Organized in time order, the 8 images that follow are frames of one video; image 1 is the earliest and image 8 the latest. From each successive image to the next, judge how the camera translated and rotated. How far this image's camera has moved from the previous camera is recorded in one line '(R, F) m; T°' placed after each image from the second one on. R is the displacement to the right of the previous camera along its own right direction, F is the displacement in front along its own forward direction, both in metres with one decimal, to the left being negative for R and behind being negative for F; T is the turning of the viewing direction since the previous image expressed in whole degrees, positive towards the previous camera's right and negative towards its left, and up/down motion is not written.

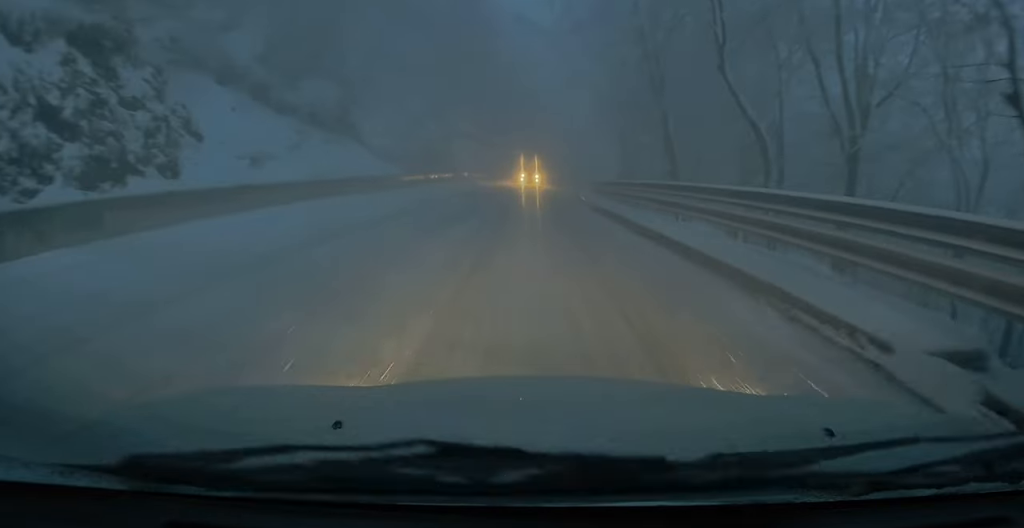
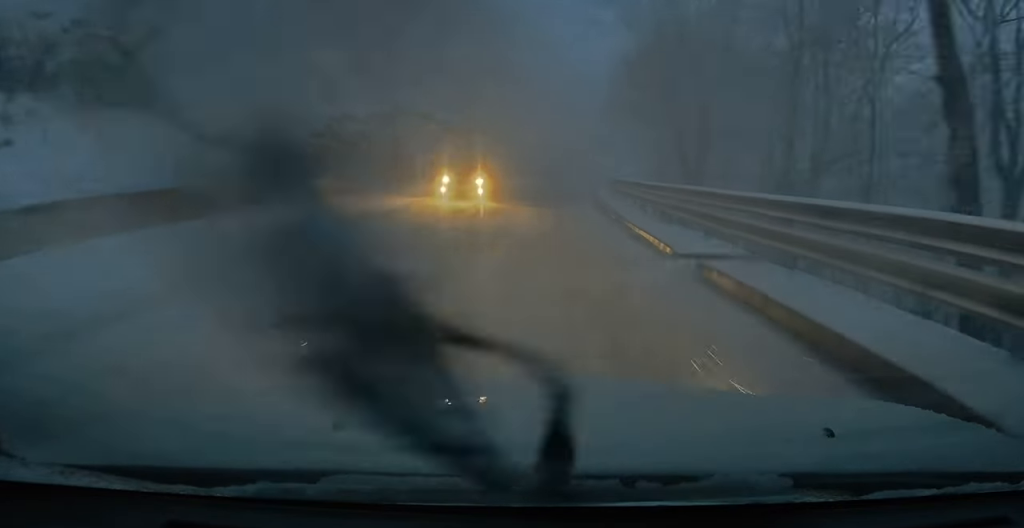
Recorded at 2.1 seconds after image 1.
(+0.9, +19.6) m; +6°
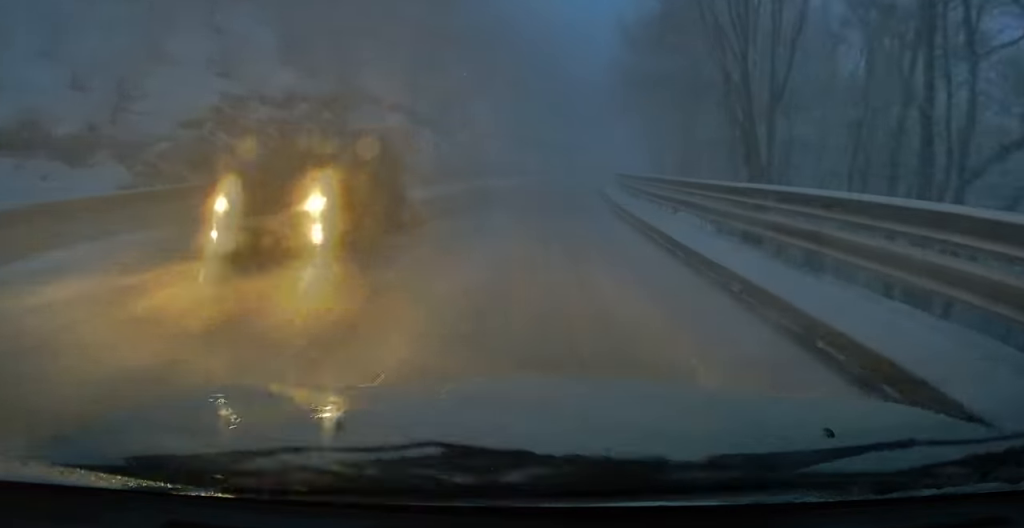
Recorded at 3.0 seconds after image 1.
(+0.1, +9.1) m; 0°
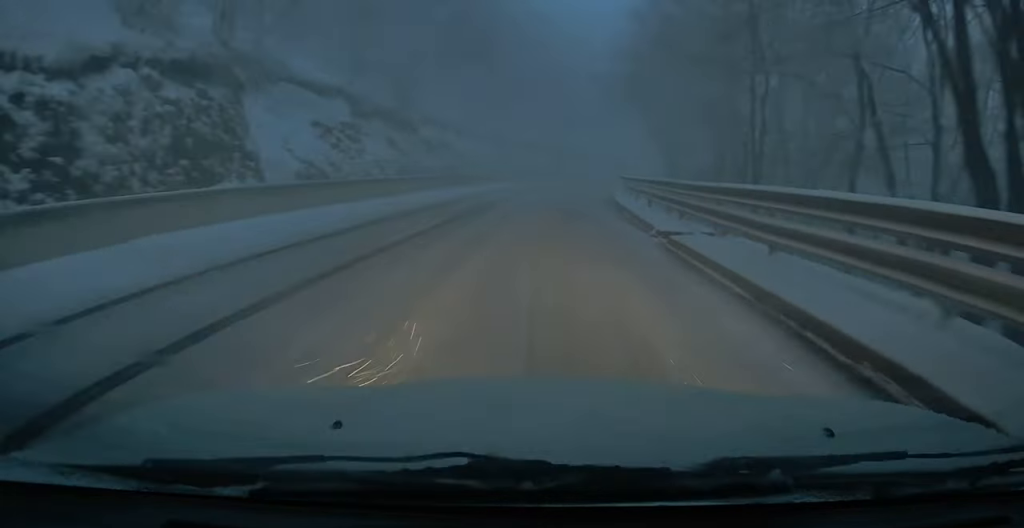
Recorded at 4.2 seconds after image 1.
(-0.1, +11.8) m; 0°
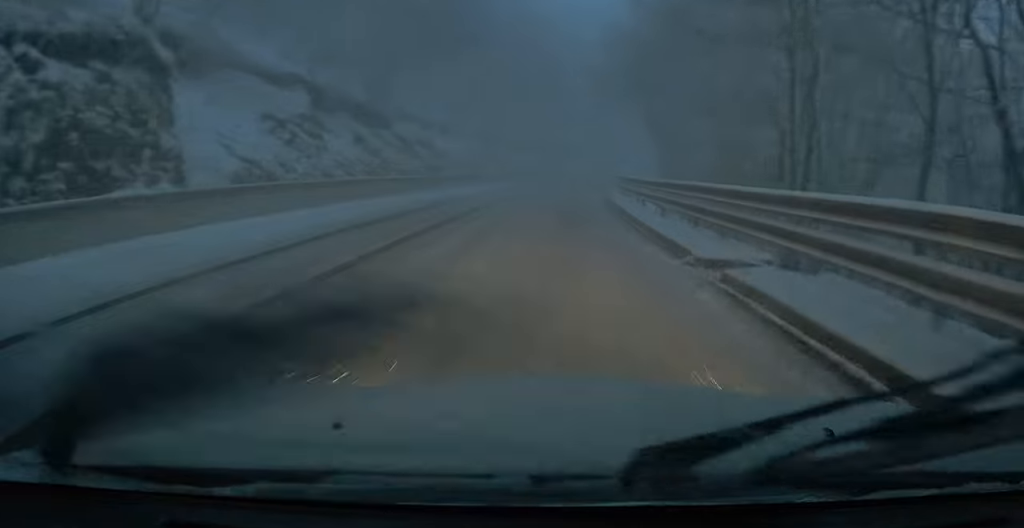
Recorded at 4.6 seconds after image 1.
(-0.1, +4.3) m; +1°
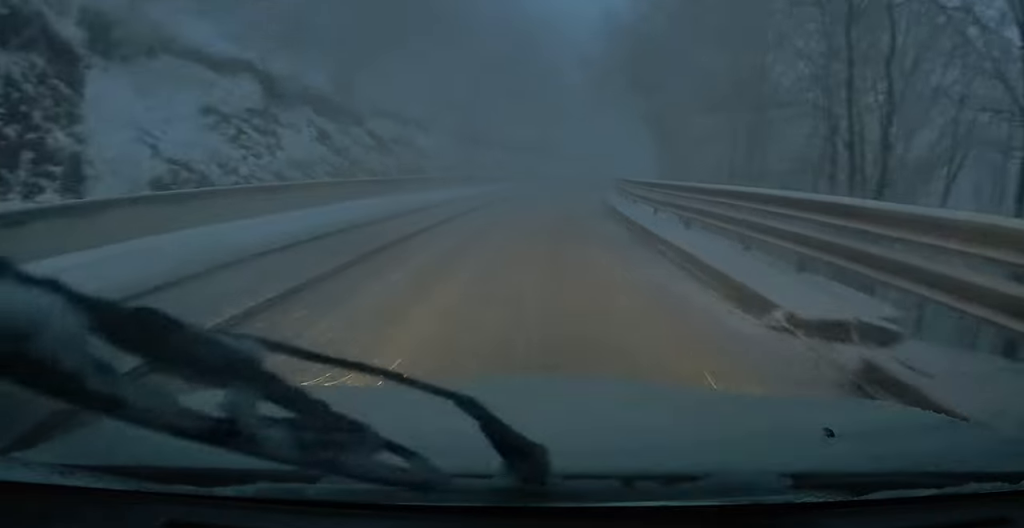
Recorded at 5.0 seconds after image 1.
(0.0, +3.9) m; +1°
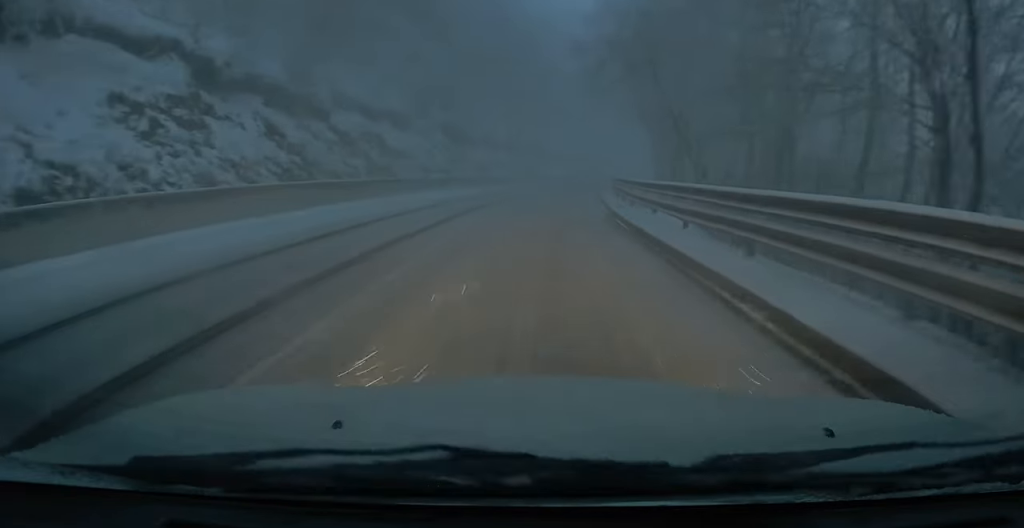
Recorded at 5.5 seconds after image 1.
(+0.2, +4.5) m; +1°
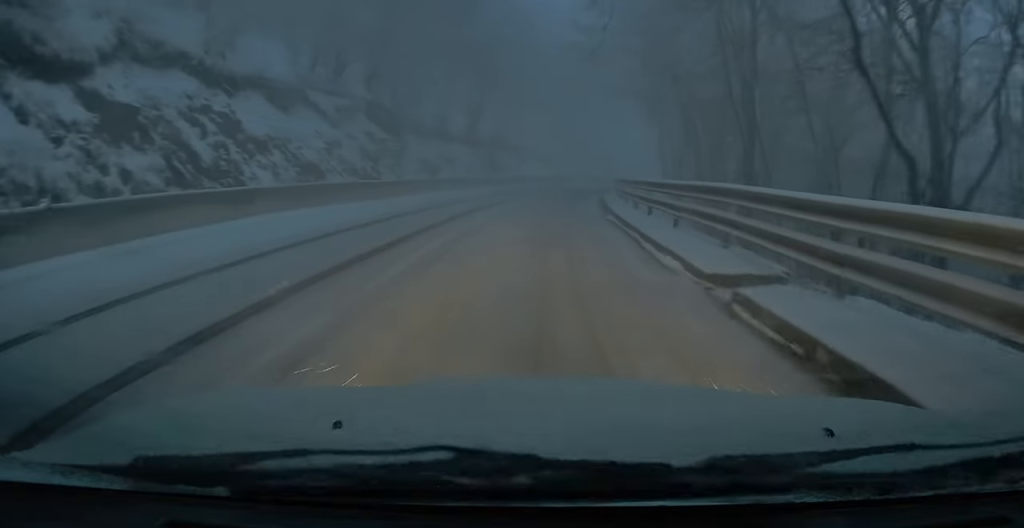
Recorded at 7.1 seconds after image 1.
(+0.3, +15.4) m; +2°
